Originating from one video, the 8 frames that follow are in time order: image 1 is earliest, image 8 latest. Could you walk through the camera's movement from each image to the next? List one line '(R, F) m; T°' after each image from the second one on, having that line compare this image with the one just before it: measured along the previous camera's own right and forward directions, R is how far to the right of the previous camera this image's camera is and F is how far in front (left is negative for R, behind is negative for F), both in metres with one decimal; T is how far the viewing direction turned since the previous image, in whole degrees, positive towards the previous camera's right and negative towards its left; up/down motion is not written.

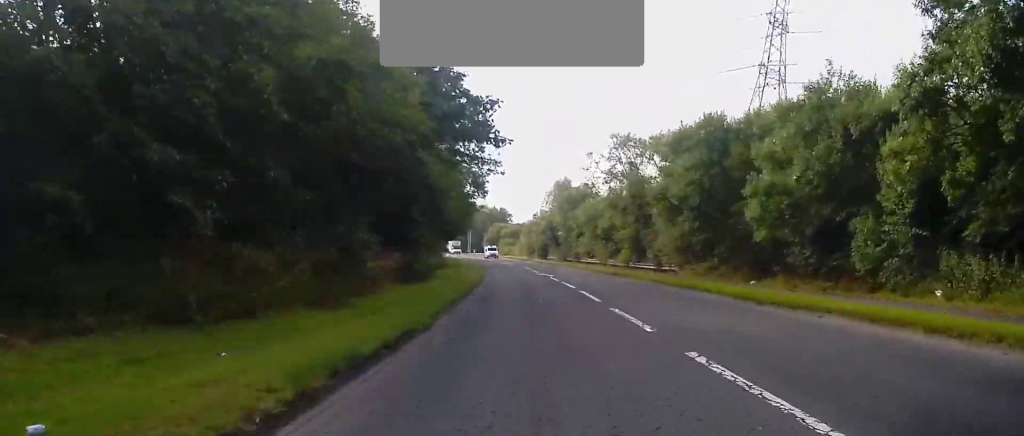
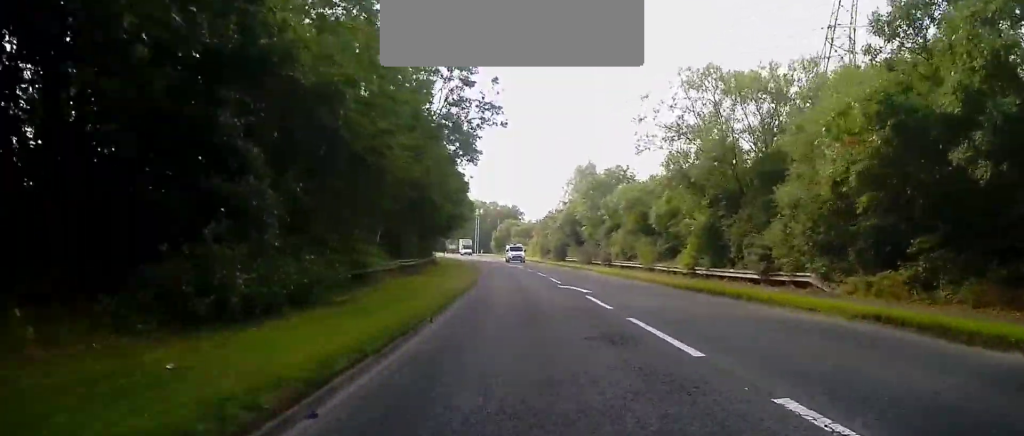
(0.0, +20.9) m; -1°
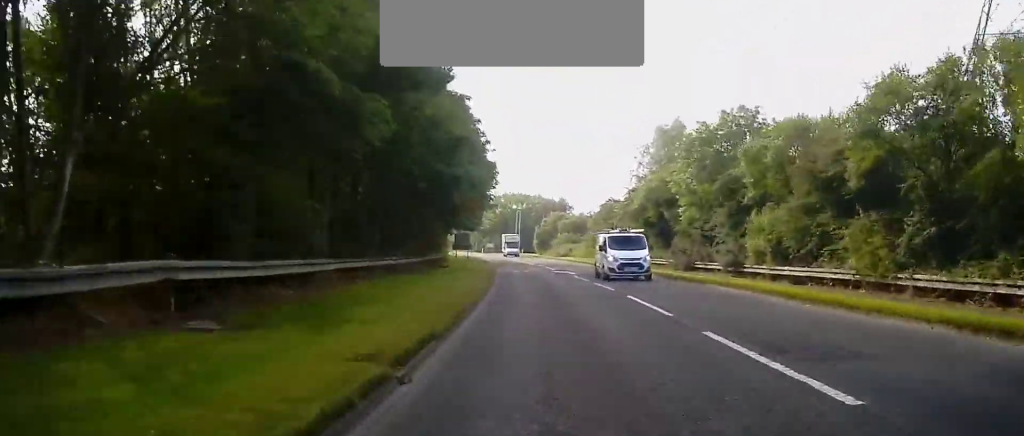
(-0.6, +29.7) m; -3°
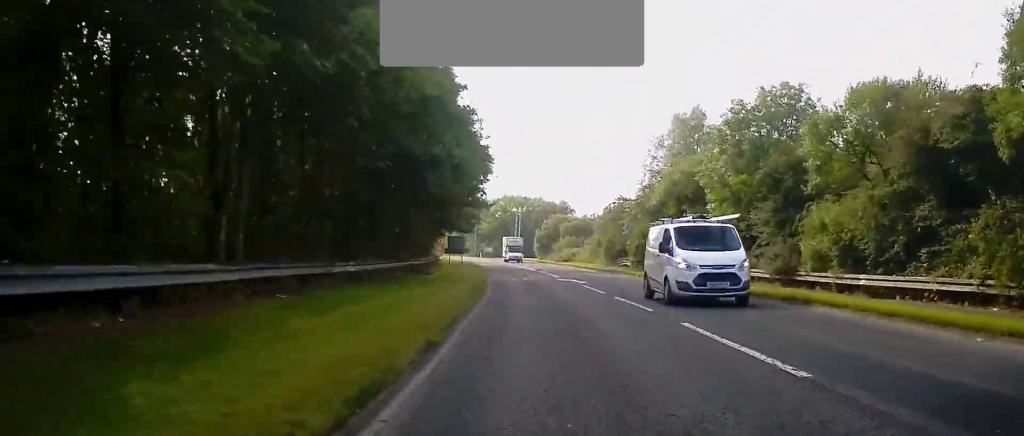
(-0.1, +7.5) m; 0°
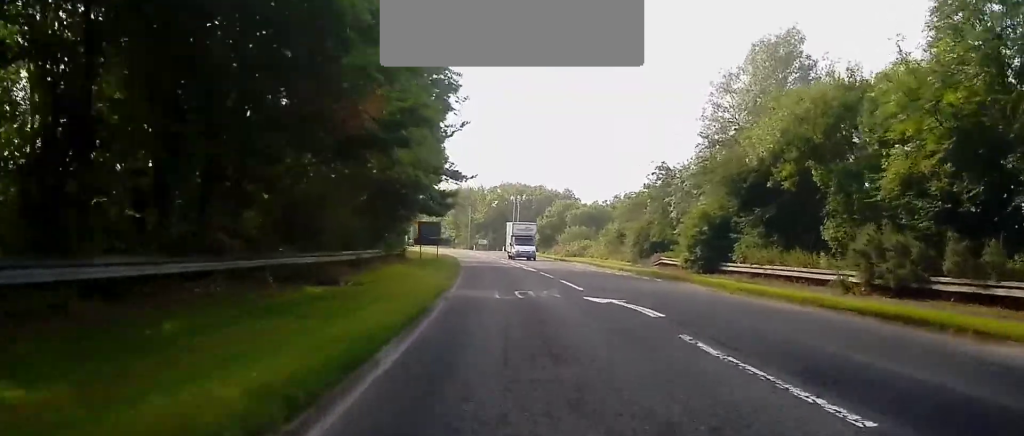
(-0.1, +20.6) m; 0°
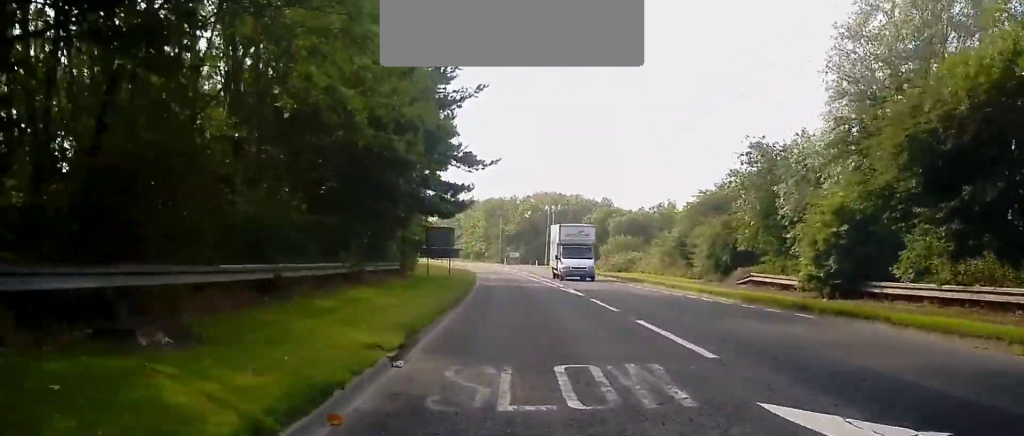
(-0.1, +13.2) m; -1°
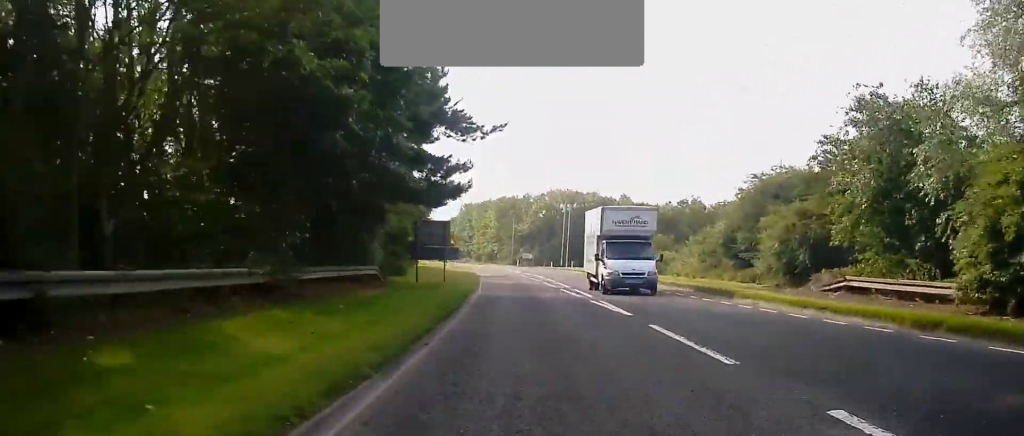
(-0.1, +9.2) m; -1°
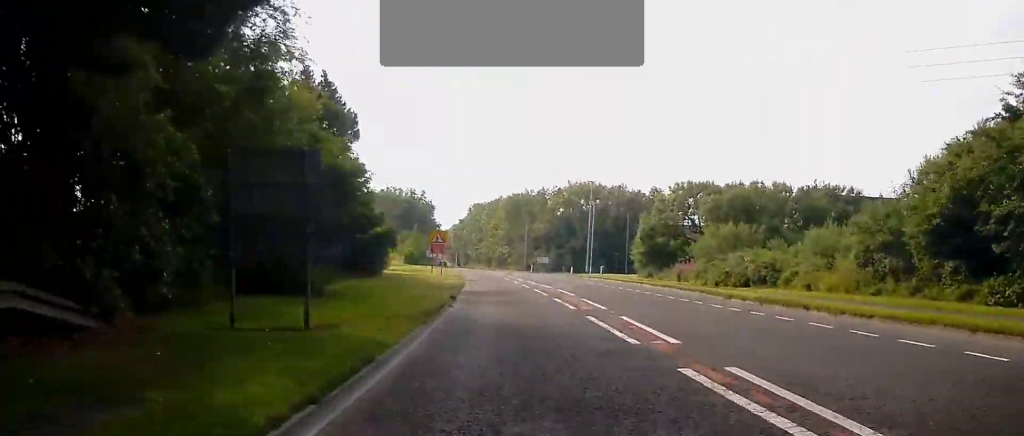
(-0.6, +23.0) m; -3°
